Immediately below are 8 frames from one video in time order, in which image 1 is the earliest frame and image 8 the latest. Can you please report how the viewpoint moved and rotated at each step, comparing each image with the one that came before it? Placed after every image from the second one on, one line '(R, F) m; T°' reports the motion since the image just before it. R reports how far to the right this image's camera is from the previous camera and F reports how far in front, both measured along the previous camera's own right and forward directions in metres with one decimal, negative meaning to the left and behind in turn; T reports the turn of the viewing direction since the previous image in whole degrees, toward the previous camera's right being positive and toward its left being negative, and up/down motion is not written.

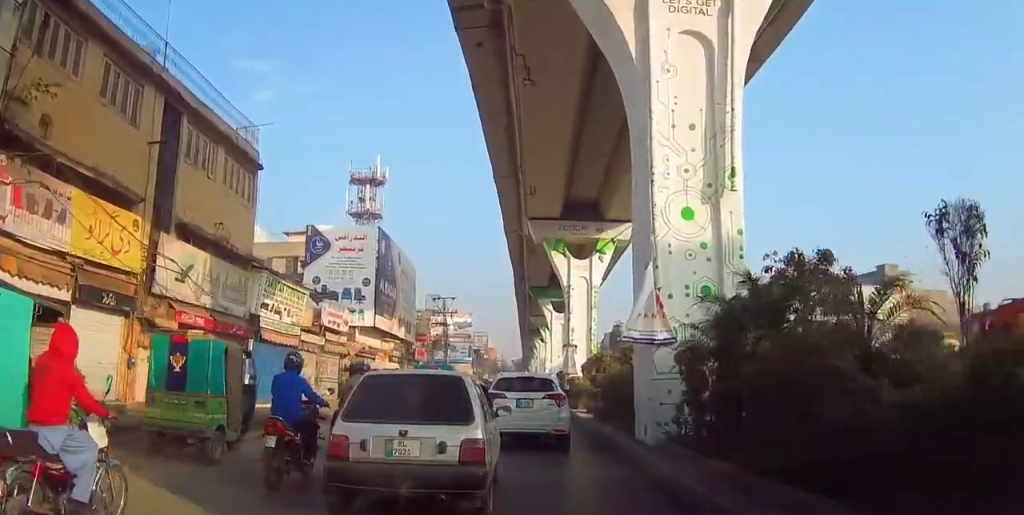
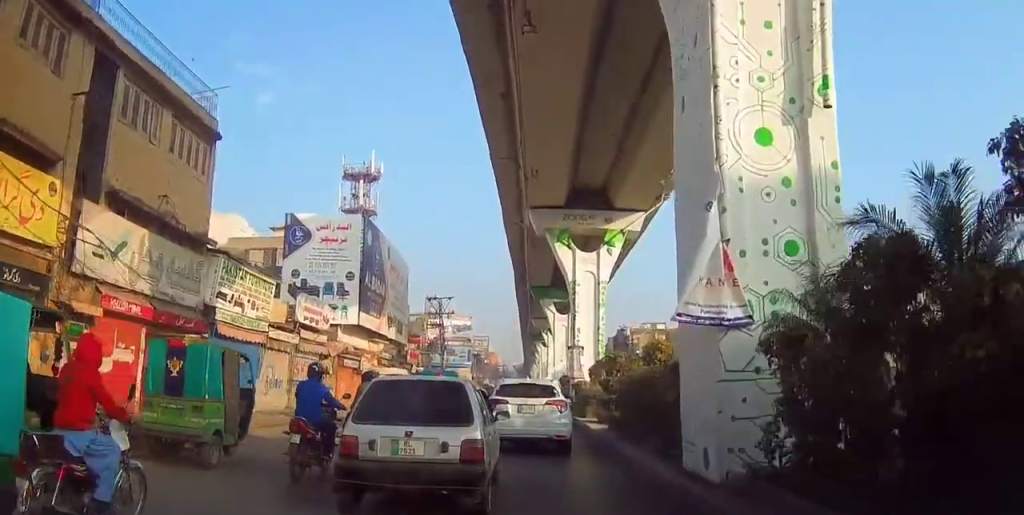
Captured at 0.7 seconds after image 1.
(0.0, +3.7) m; +3°
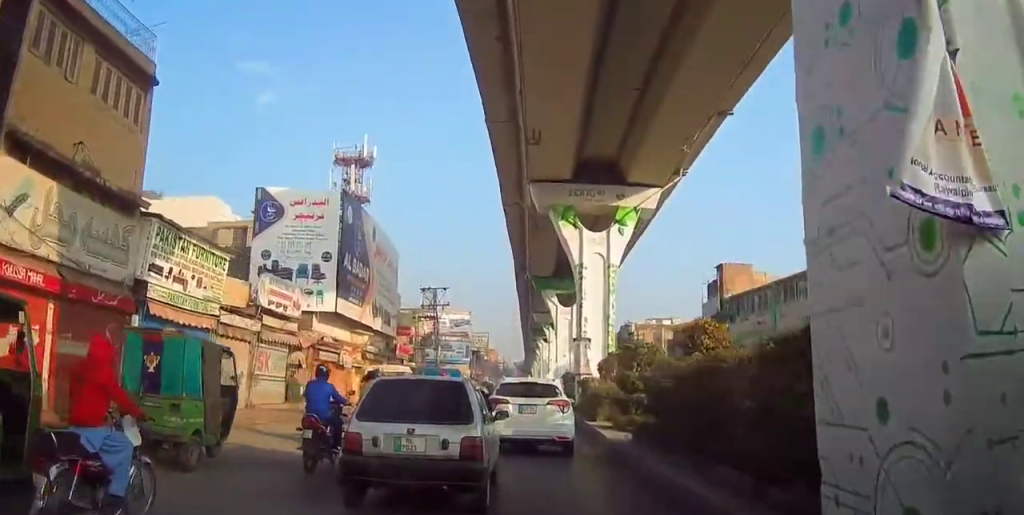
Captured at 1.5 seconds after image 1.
(+0.2, +3.7) m; +1°
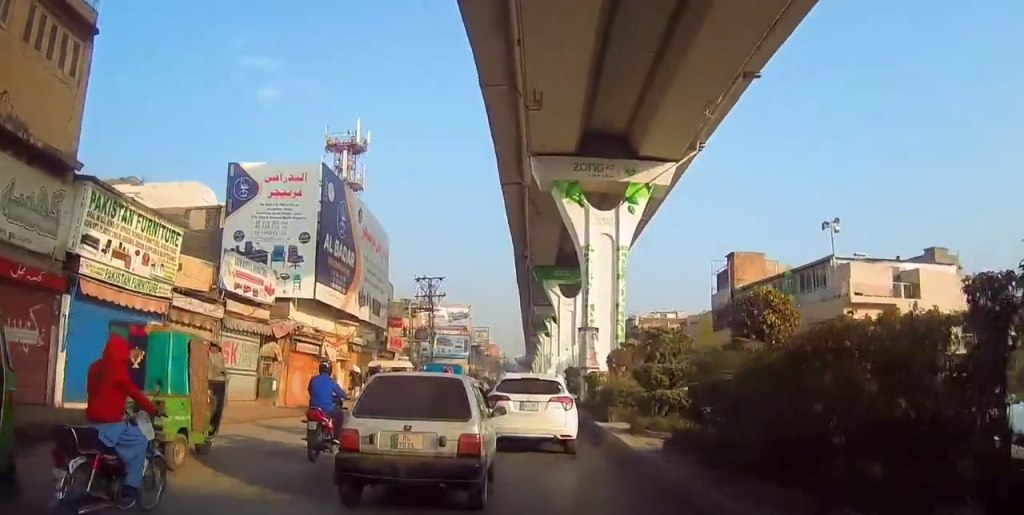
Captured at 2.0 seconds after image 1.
(+0.2, +2.7) m; 0°
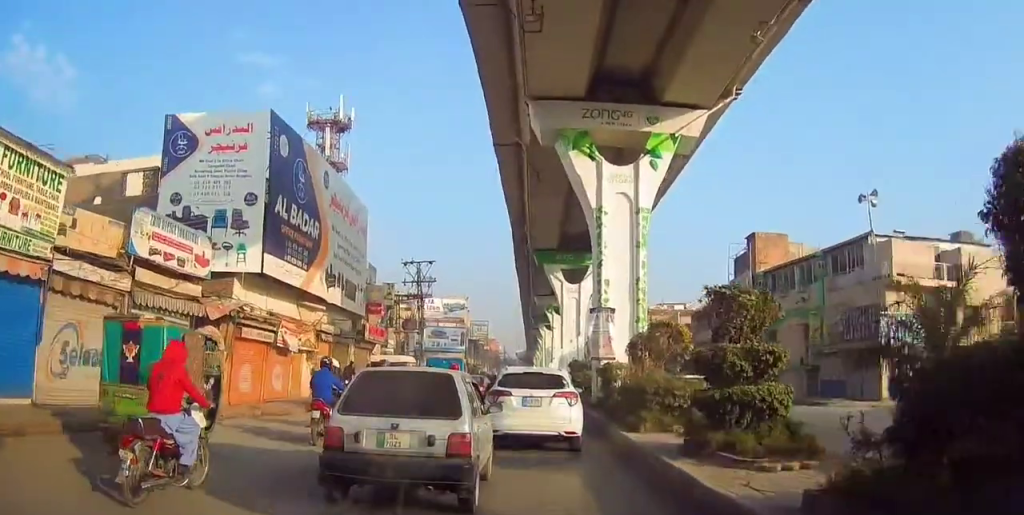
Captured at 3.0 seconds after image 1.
(-0.3, +4.9) m; 0°
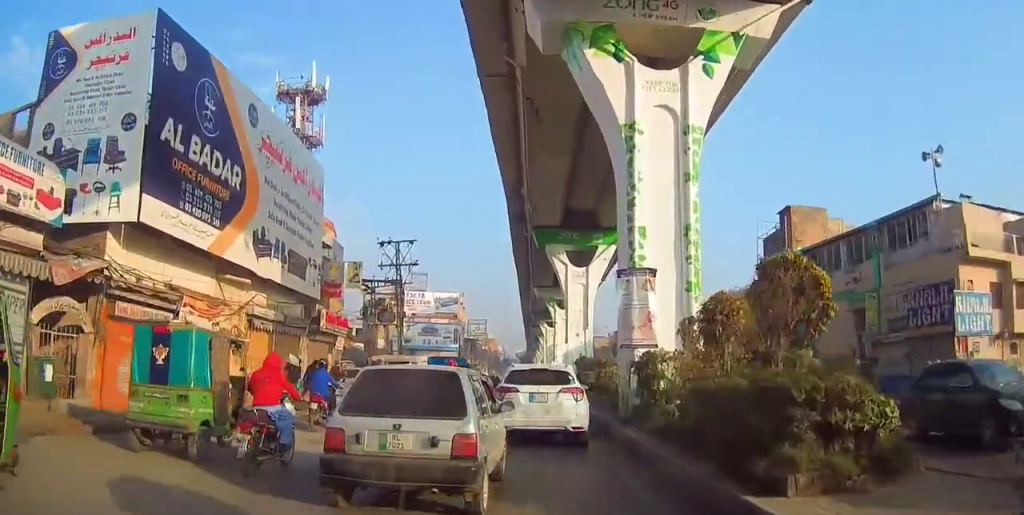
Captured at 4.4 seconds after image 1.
(+0.3, +7.1) m; +2°
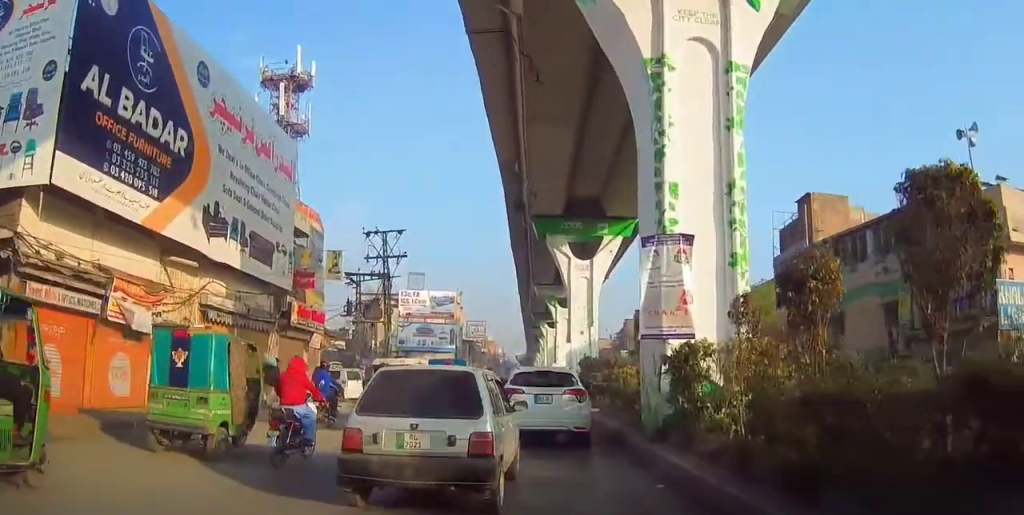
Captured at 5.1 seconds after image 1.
(-0.1, +3.3) m; +1°
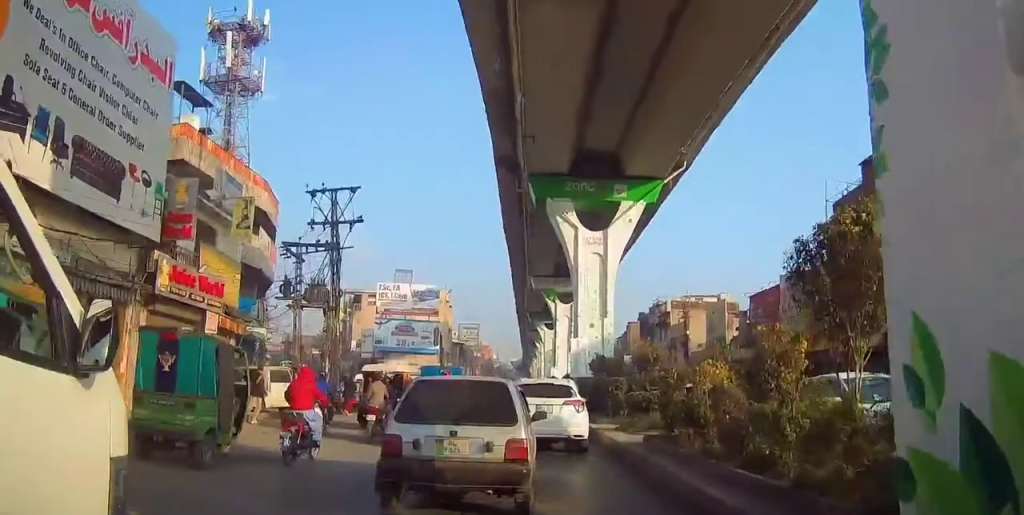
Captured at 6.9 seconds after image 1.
(-0.1, +10.6) m; 0°
